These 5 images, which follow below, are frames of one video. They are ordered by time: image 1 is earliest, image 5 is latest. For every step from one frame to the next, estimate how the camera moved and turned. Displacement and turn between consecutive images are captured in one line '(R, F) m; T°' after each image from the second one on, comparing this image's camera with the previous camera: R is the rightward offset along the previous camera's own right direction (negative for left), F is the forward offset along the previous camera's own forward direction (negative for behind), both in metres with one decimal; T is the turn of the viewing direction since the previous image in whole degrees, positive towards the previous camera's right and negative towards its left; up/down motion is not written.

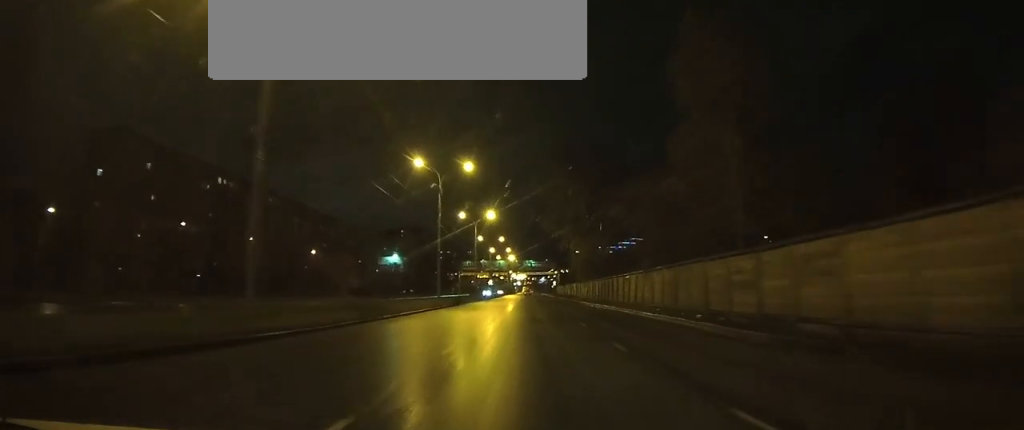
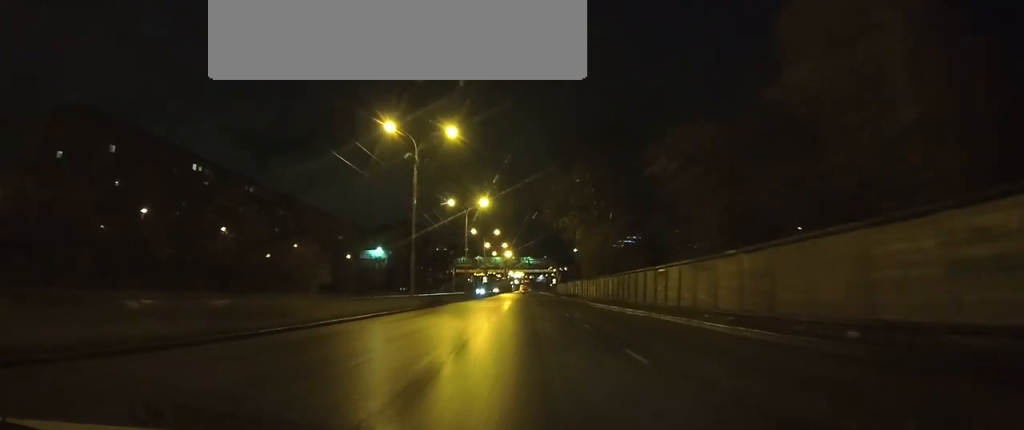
(-0.1, +11.2) m; 0°
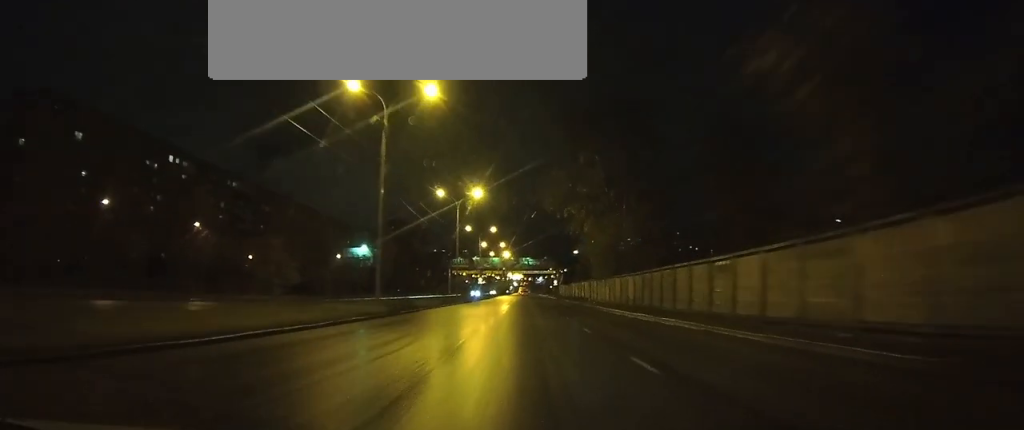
(0.0, +9.3) m; 0°
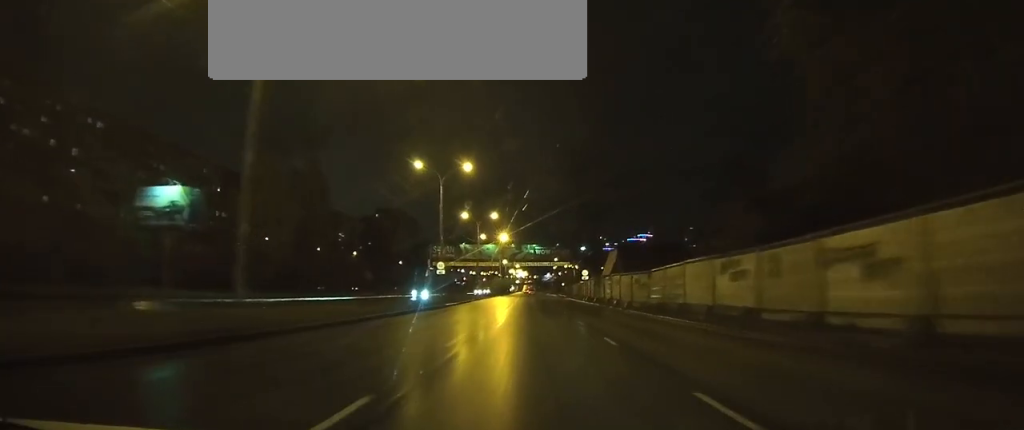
(0.0, +49.3) m; 0°
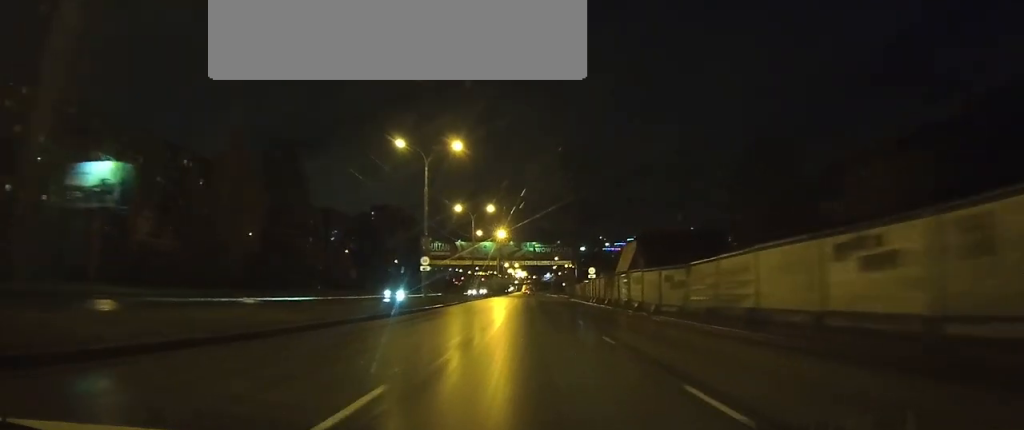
(0.0, +6.7) m; 0°
